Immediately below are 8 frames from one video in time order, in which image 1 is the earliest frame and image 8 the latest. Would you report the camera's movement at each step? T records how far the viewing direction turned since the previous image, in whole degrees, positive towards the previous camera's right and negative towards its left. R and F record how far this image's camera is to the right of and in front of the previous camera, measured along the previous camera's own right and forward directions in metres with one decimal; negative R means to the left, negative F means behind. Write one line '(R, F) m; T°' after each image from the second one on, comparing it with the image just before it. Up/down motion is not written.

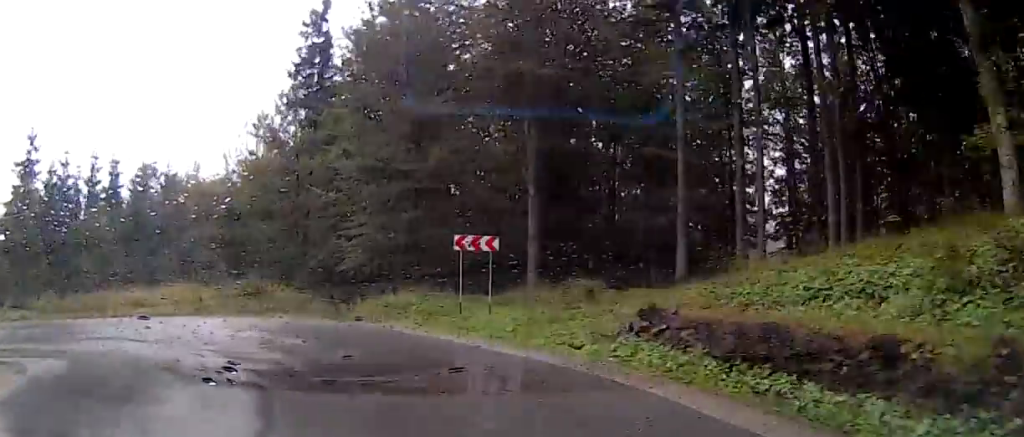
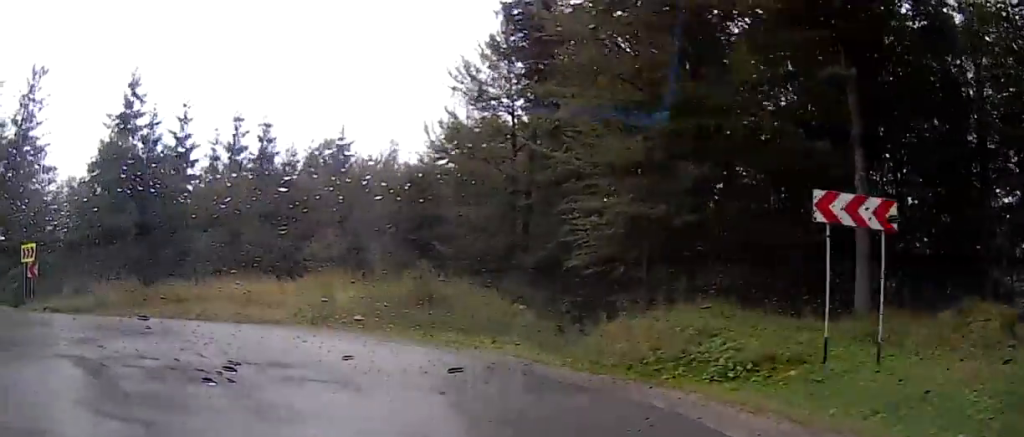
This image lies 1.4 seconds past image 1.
(-0.3, +11.8) m; -16°
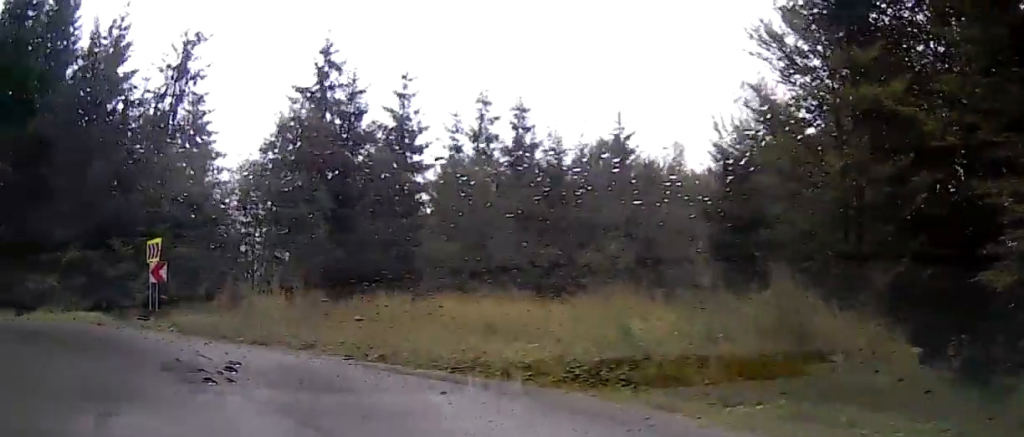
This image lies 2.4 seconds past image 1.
(-2.0, +6.2) m; -34°
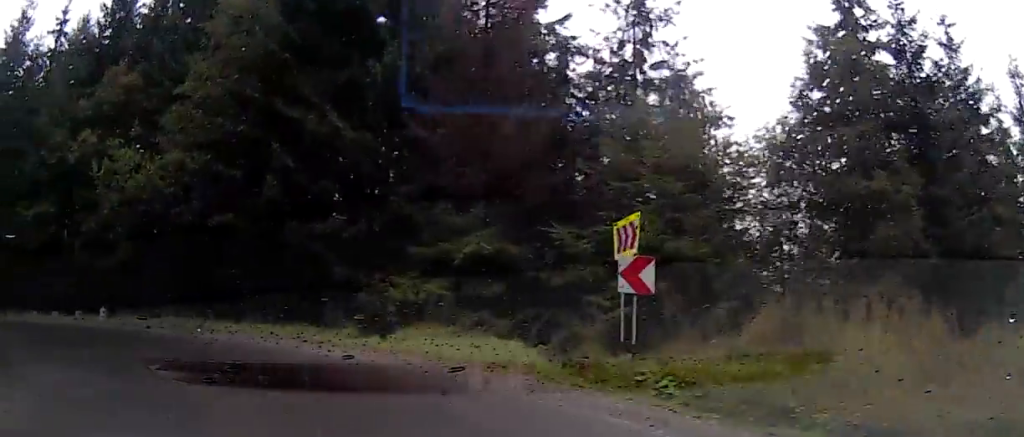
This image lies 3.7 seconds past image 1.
(-2.6, +7.7) m; -48°
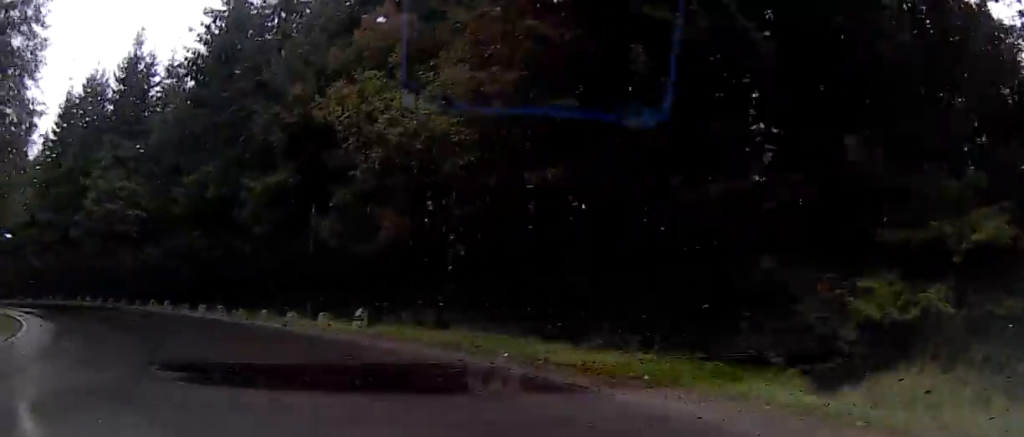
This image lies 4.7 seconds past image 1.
(-2.7, +6.3) m; -21°
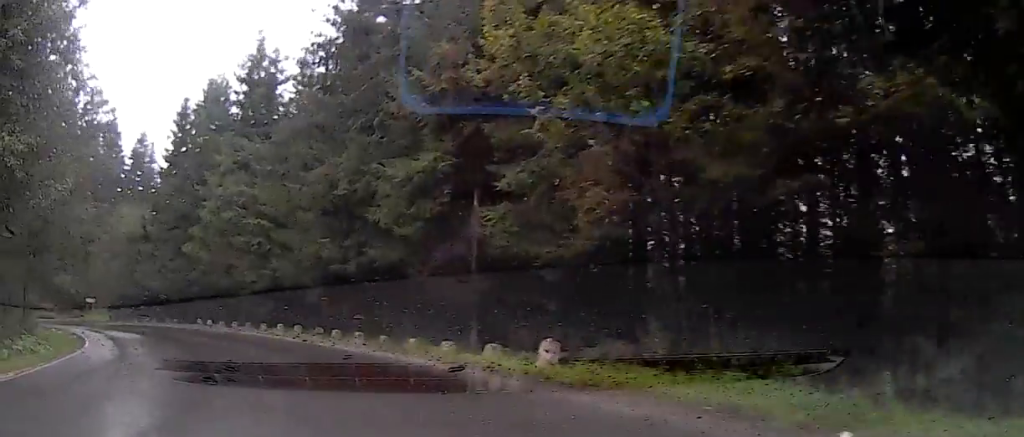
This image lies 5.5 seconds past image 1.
(+0.2, +6.0) m; +1°
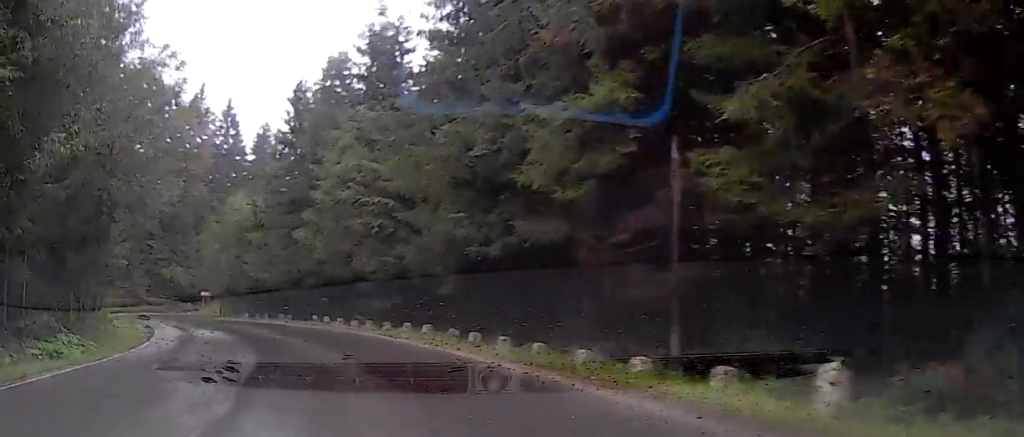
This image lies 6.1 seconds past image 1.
(0.0, +5.1) m; -6°
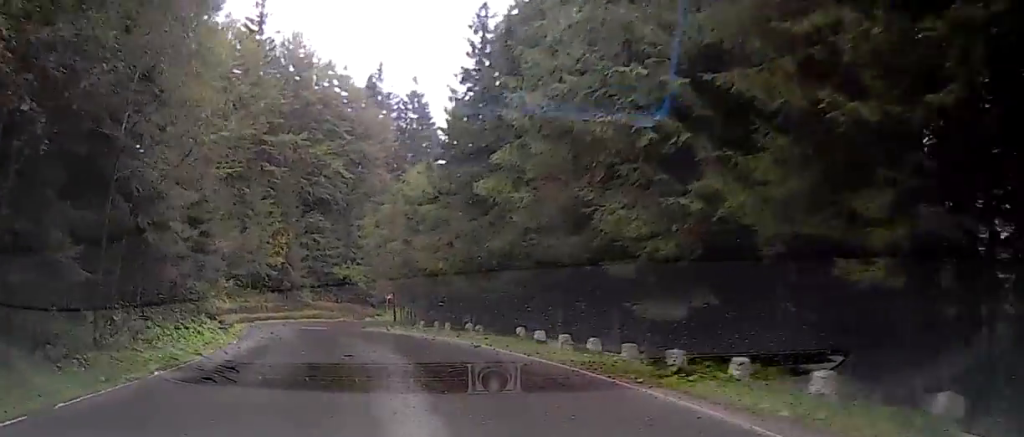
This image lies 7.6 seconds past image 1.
(-2.4, +13.2) m; -27°
